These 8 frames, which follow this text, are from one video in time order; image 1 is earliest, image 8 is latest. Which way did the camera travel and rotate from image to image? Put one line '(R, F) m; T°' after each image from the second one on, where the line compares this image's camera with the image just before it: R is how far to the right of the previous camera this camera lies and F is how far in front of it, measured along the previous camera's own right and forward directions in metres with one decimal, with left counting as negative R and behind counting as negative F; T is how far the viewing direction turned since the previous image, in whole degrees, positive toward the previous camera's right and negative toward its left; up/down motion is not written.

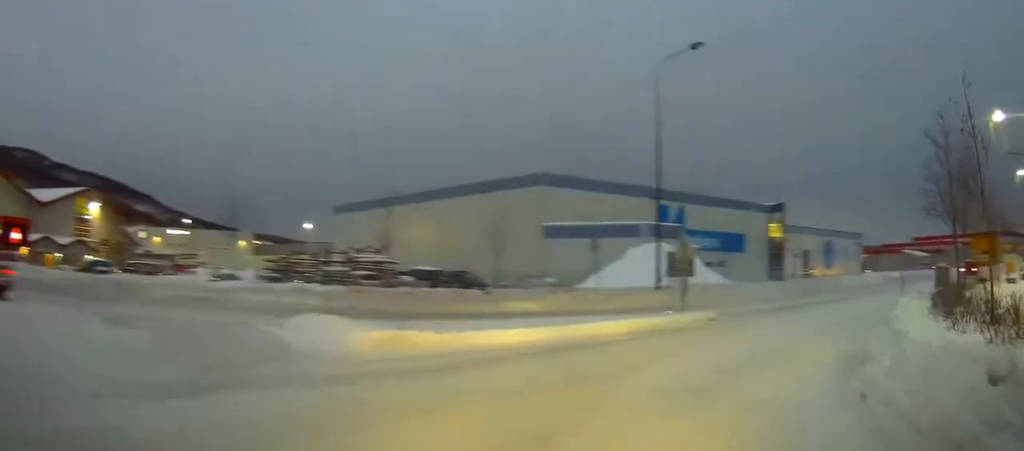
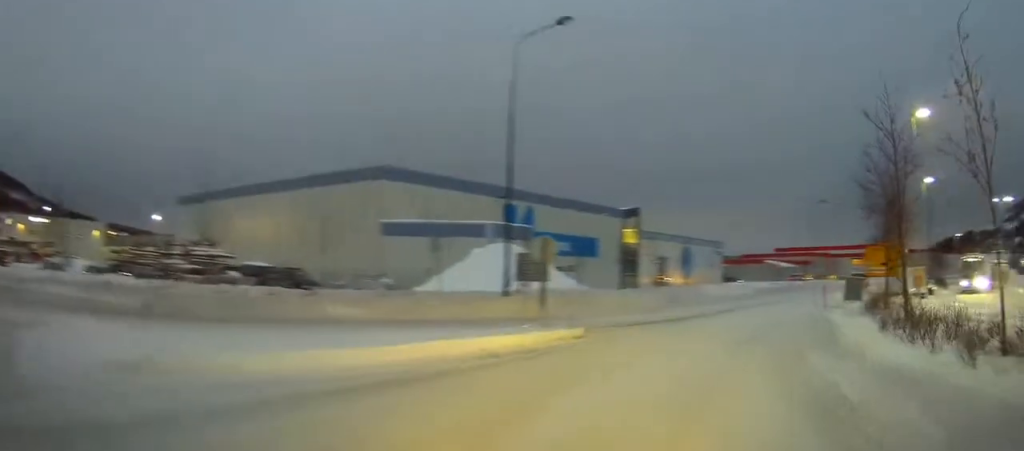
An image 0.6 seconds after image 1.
(+0.4, +3.5) m; +9°
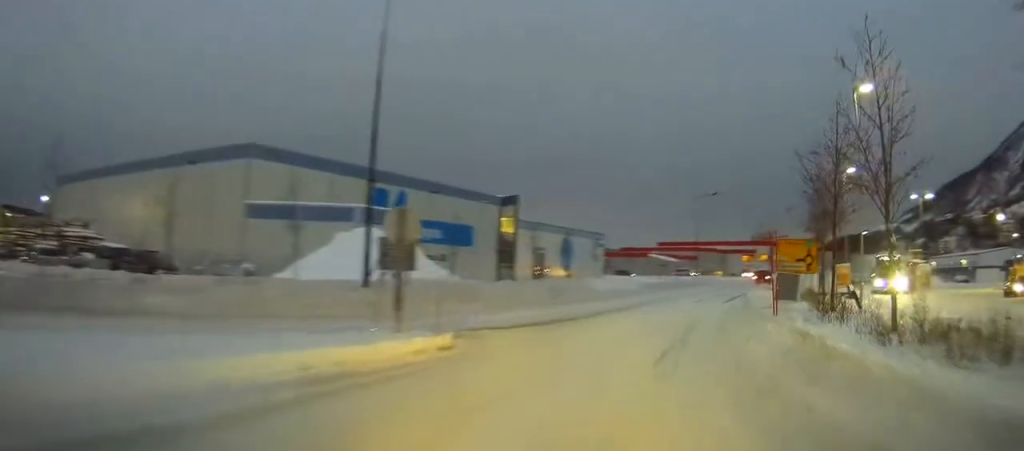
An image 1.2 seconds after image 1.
(+0.2, +3.4) m; +7°
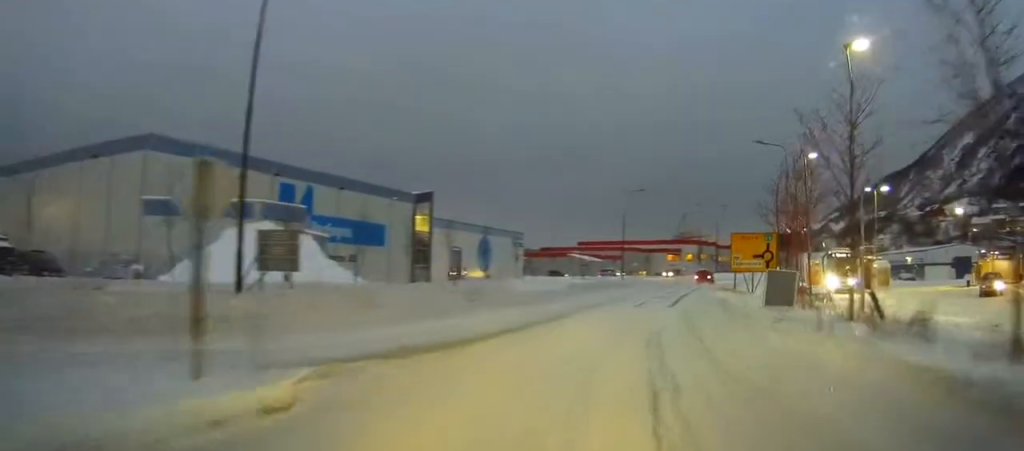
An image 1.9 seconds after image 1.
(+0.3, +4.4) m; +6°
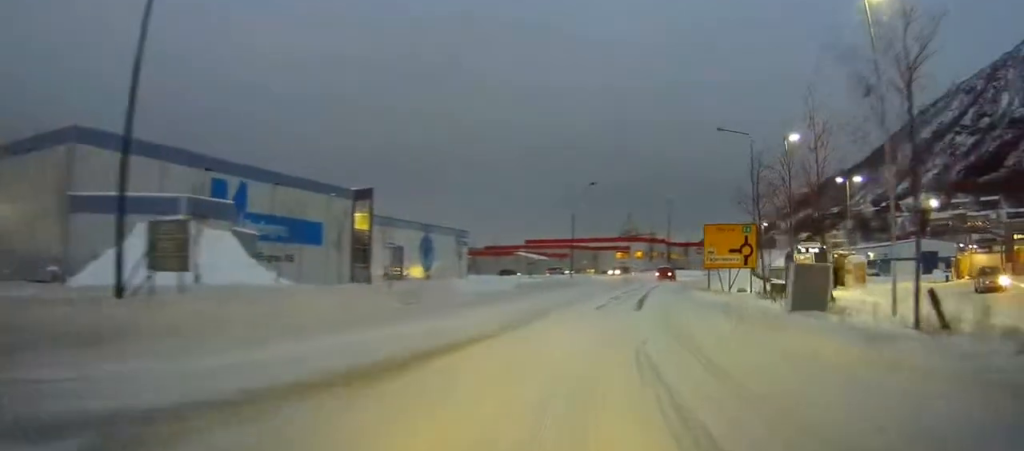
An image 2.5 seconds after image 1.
(+0.2, +3.8) m; +4°
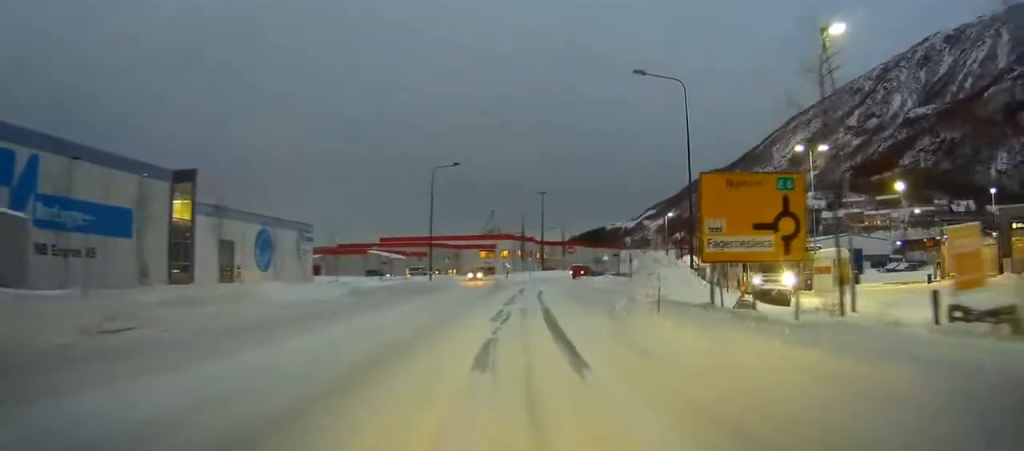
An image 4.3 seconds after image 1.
(+1.4, +14.8) m; +9°
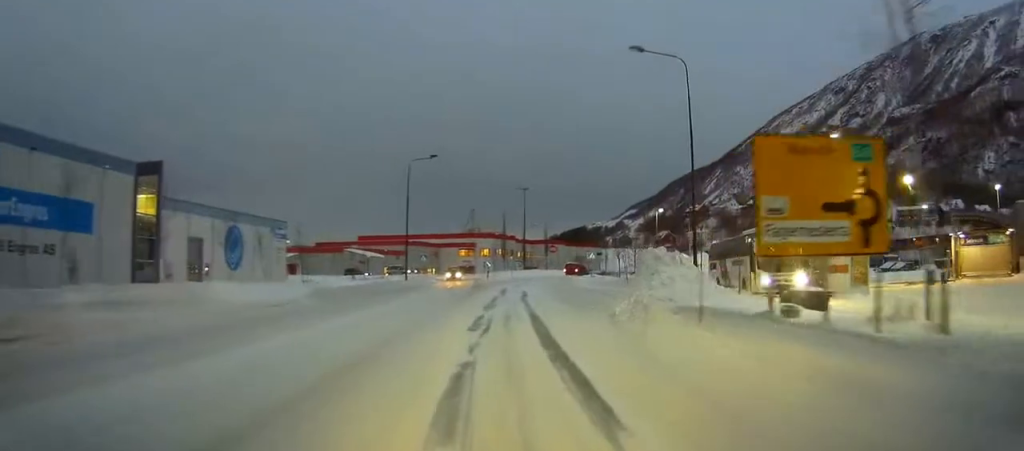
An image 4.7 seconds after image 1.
(+0.1, +3.9) m; +1°
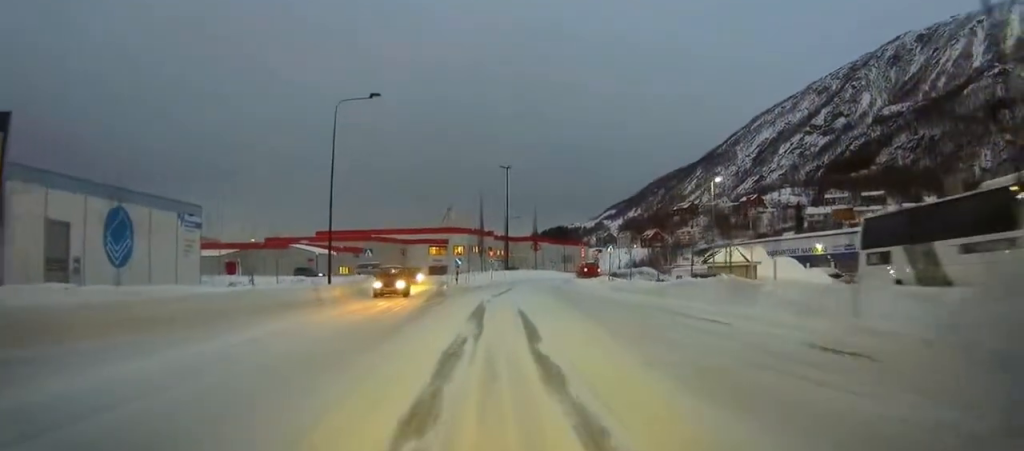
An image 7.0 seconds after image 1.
(+0.5, +22.4) m; +2°
